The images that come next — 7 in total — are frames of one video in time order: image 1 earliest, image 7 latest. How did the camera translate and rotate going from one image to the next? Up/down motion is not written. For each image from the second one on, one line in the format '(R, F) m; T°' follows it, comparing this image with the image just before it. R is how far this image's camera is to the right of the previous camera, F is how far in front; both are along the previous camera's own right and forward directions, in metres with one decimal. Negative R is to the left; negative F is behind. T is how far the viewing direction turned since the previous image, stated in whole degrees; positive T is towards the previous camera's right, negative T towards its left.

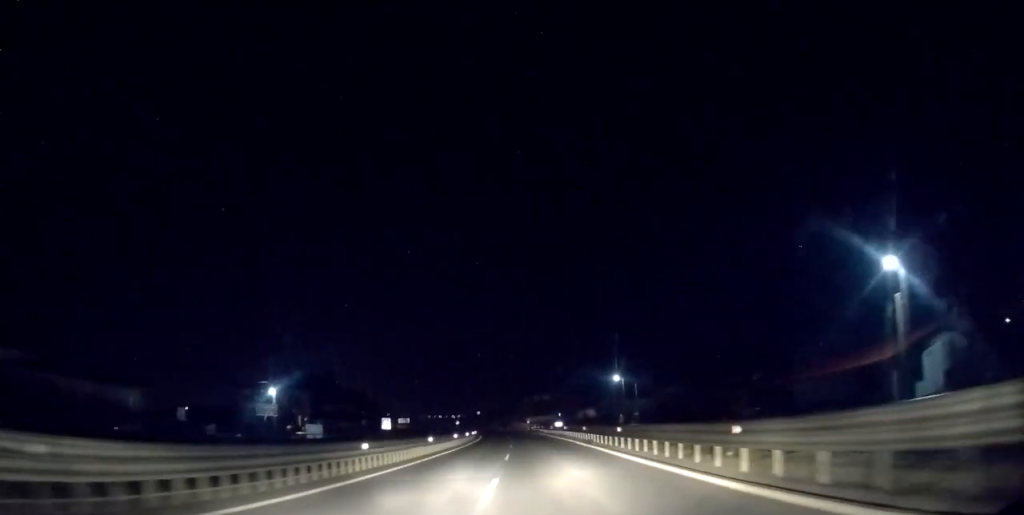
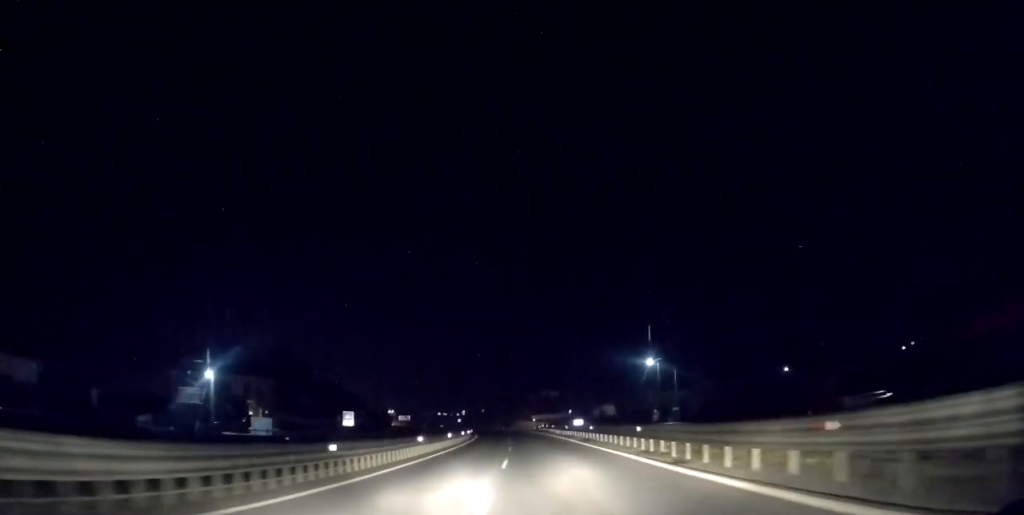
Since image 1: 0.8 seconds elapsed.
(-0.2, +16.9) m; -1°
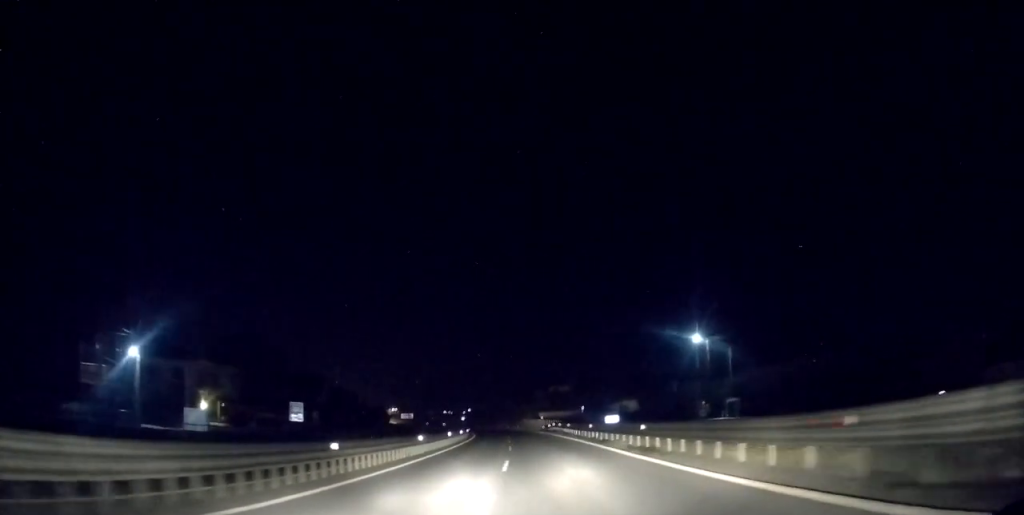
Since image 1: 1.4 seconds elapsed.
(-0.2, +13.5) m; -1°
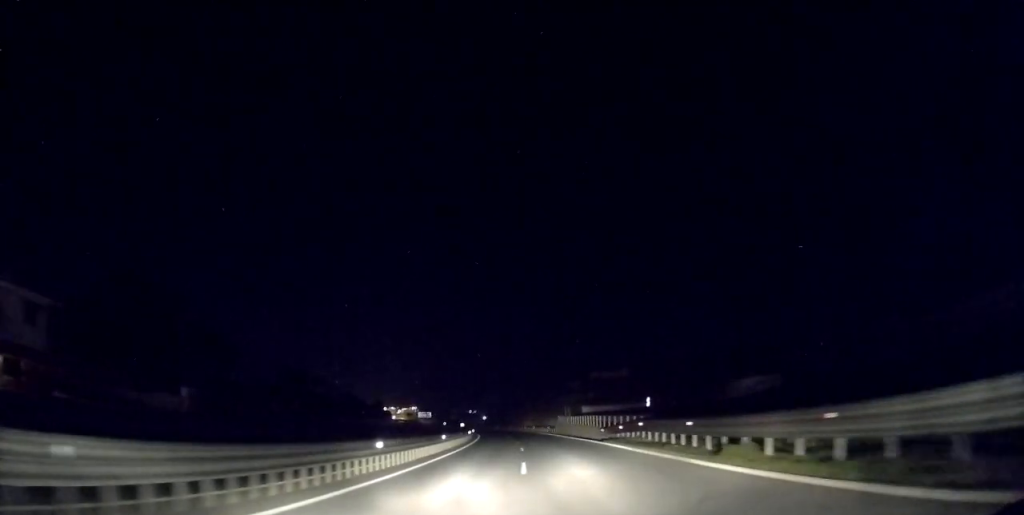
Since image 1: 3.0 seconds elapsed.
(-0.3, +37.6) m; -1°
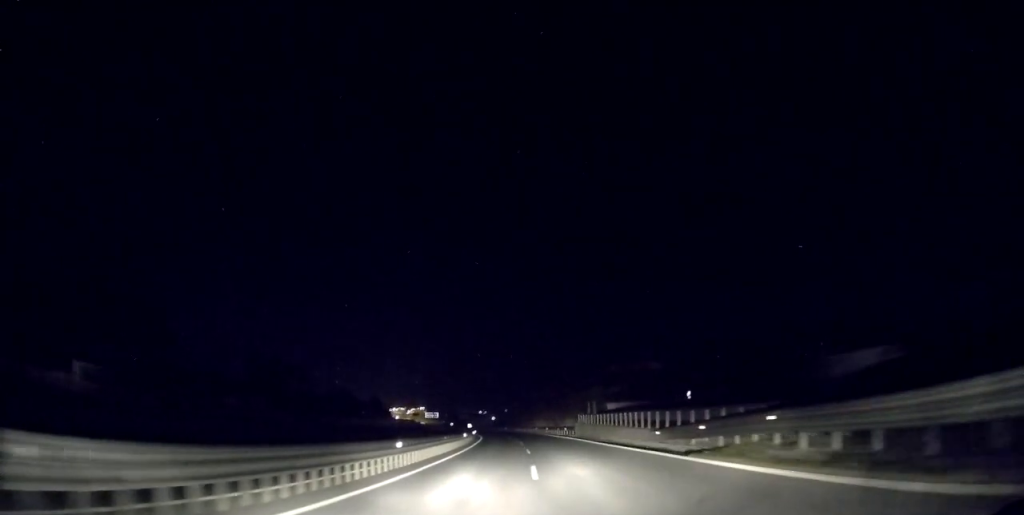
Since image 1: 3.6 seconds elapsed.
(-0.1, +13.7) m; -1°
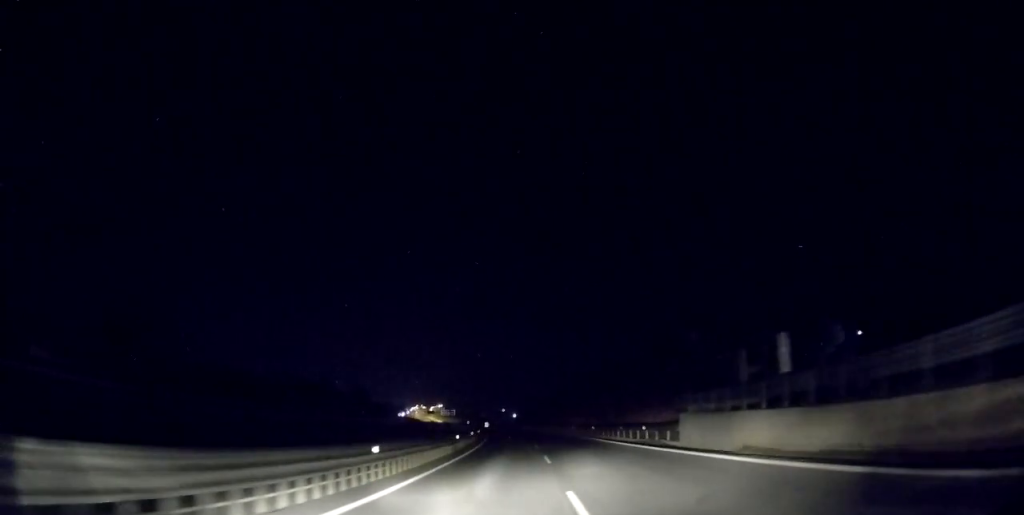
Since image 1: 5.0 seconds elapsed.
(-0.7, +32.0) m; -3°
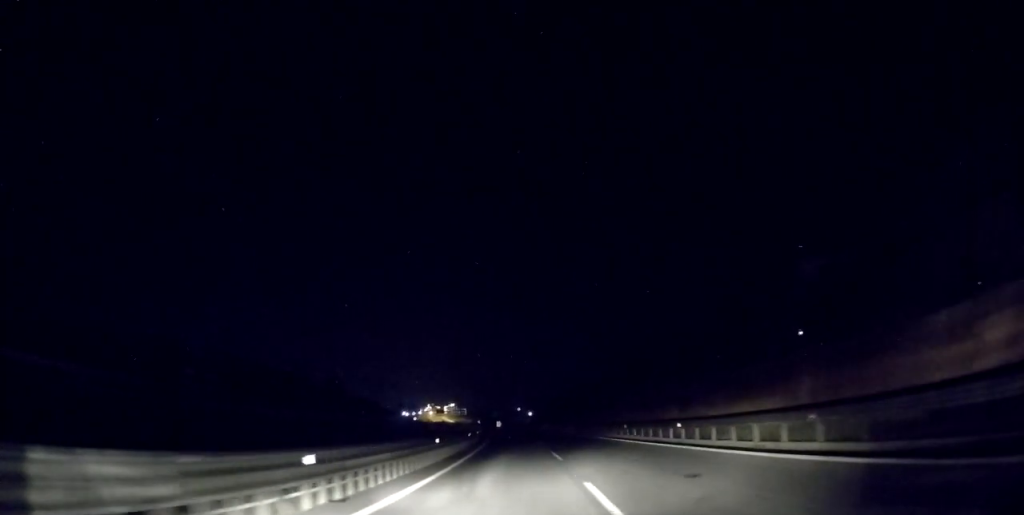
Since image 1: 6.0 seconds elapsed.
(-0.5, +23.8) m; -1°
